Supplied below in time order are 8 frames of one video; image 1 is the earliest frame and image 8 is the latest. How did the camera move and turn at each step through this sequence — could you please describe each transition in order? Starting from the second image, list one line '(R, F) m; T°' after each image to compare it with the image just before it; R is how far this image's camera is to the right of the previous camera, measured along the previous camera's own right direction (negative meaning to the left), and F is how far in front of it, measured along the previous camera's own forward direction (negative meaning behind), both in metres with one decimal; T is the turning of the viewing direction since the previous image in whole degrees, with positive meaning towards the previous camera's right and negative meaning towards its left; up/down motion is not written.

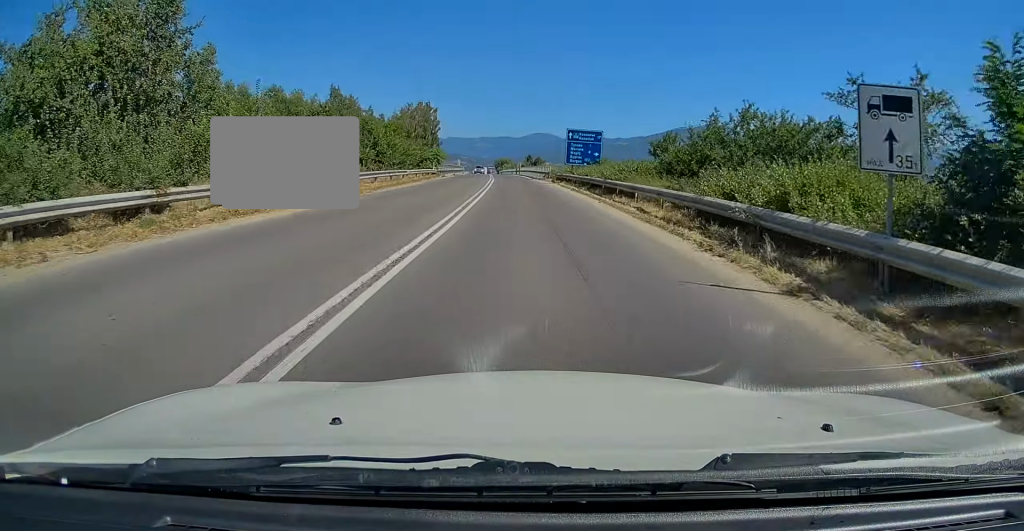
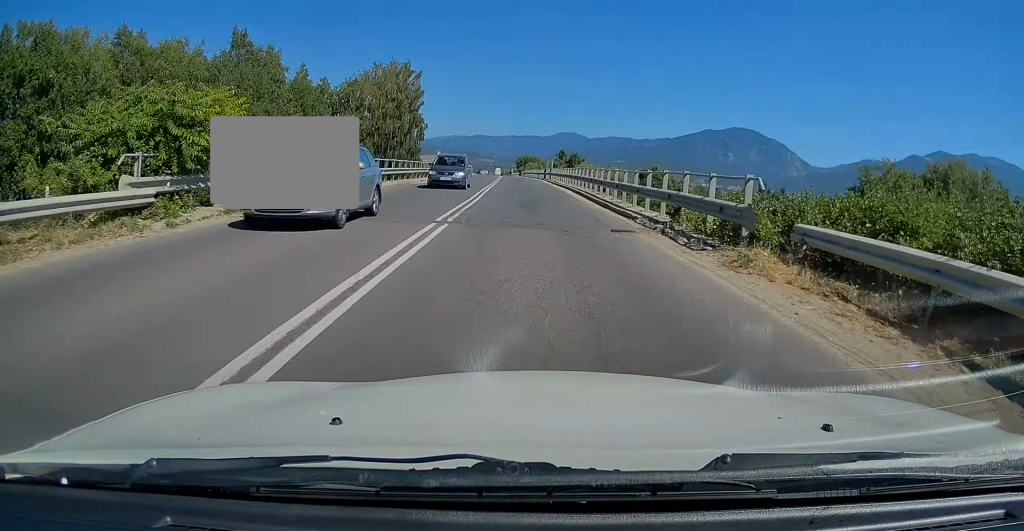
(-1.0, +46.3) m; -3°
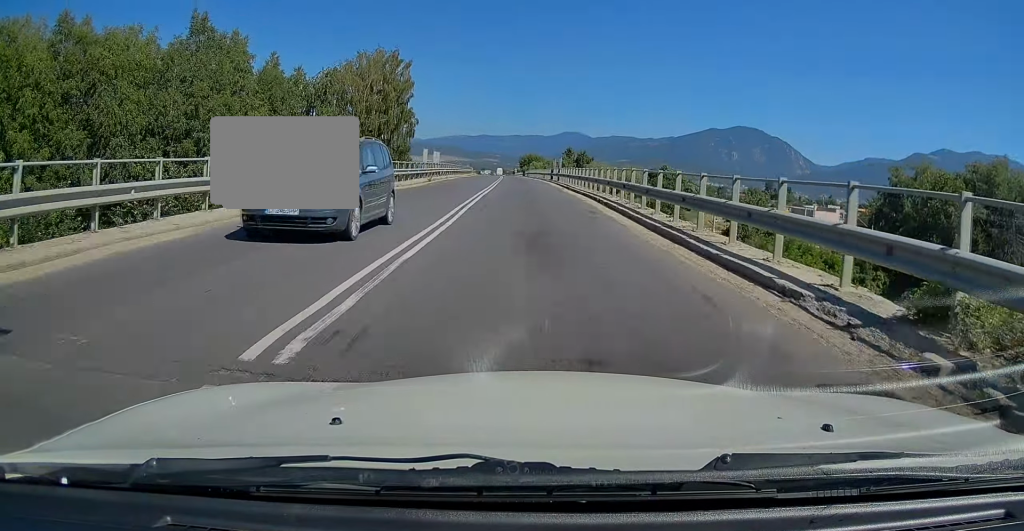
(0.0, +9.3) m; 0°
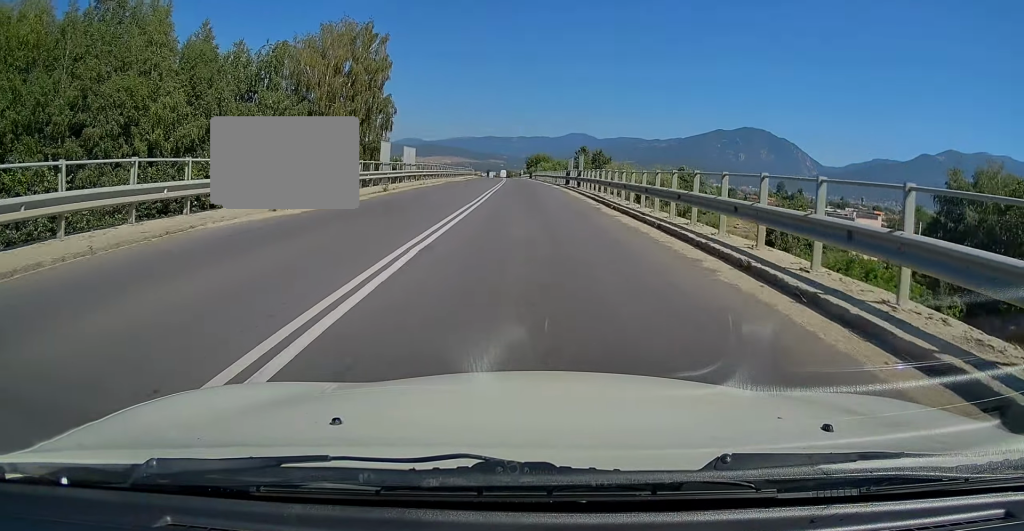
(-0.1, +15.0) m; 0°
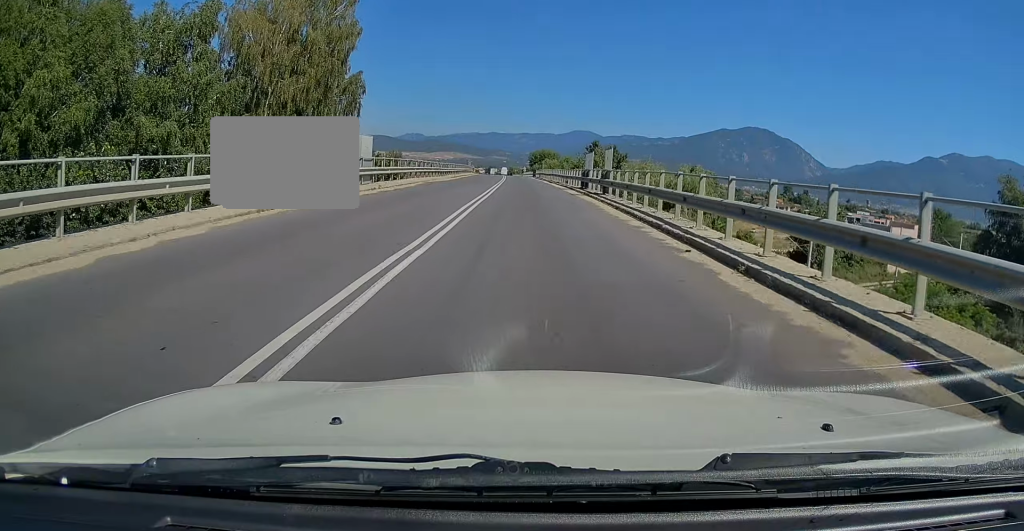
(0.0, +12.1) m; 0°
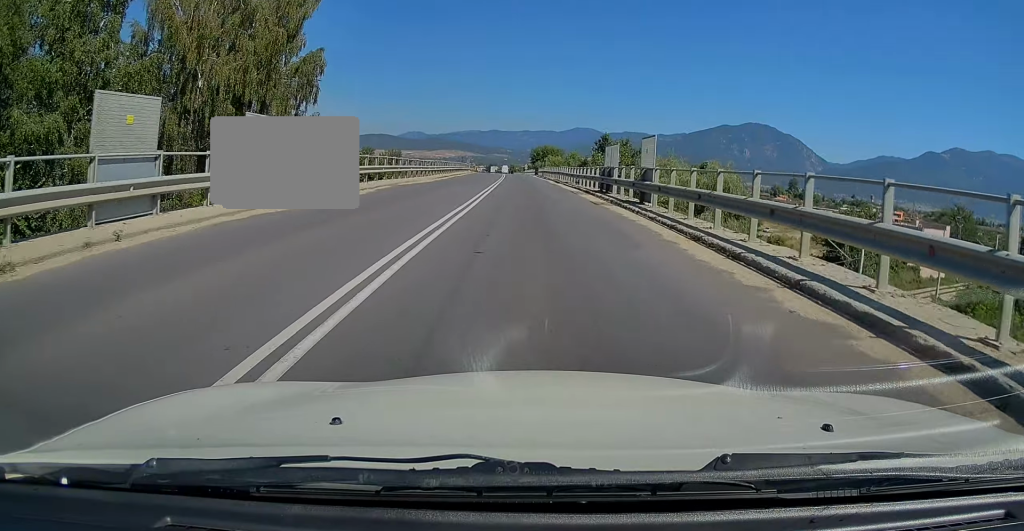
(0.0, +9.2) m; 0°
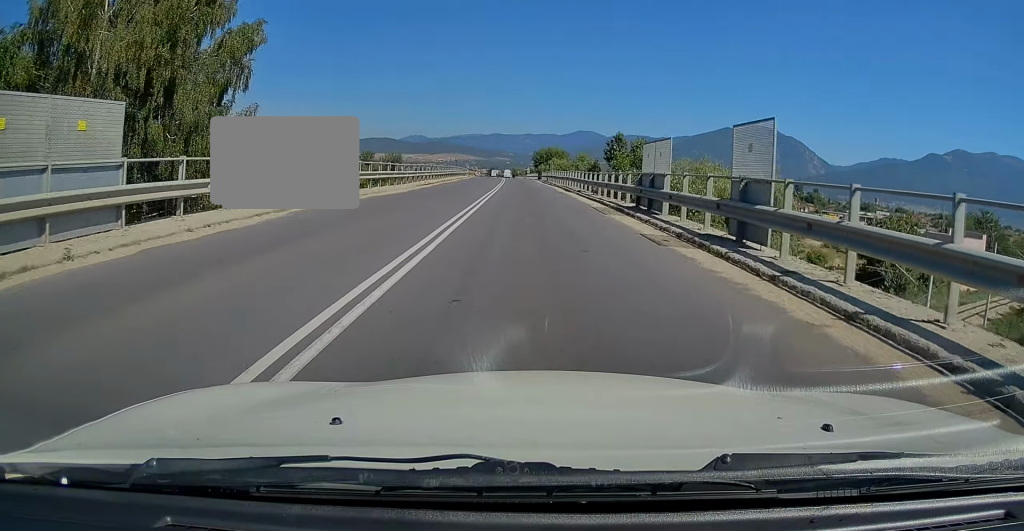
(-0.1, +9.2) m; 0°
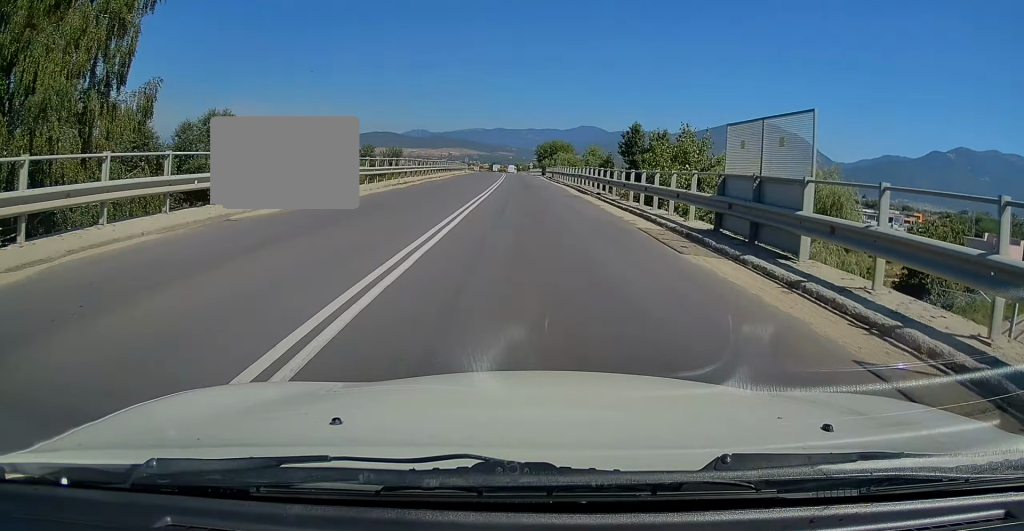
(-0.1, +8.6) m; 0°
